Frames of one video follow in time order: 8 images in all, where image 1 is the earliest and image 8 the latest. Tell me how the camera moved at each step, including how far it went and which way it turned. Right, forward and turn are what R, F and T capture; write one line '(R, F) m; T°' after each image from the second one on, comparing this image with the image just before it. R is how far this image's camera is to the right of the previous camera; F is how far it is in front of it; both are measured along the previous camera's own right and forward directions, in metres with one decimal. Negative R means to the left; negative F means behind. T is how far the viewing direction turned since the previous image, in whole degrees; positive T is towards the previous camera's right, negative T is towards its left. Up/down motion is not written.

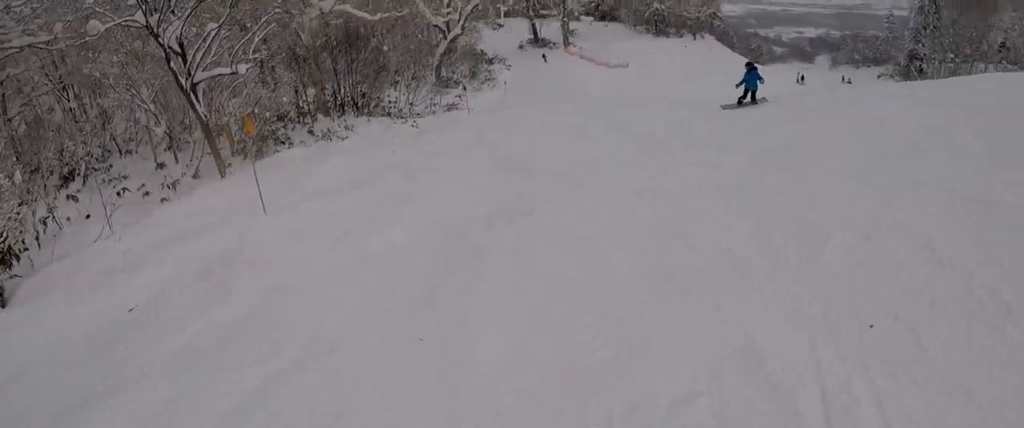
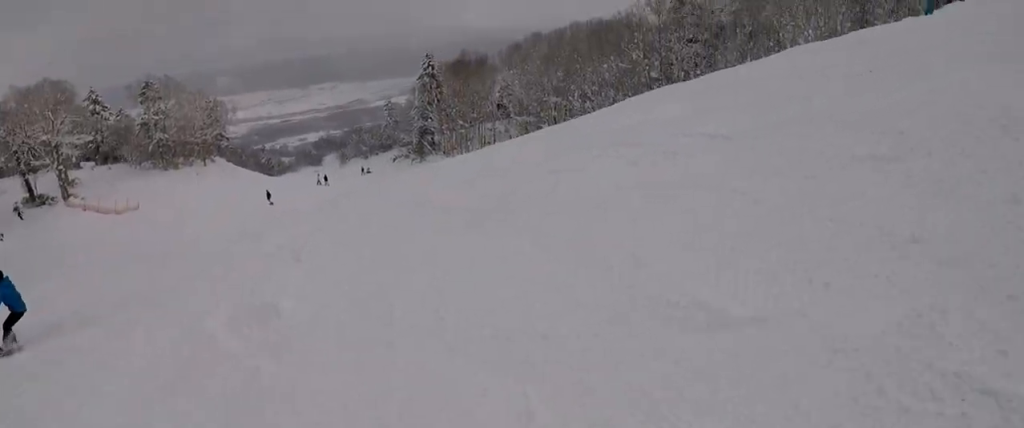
(+3.1, +4.9) m; +23°
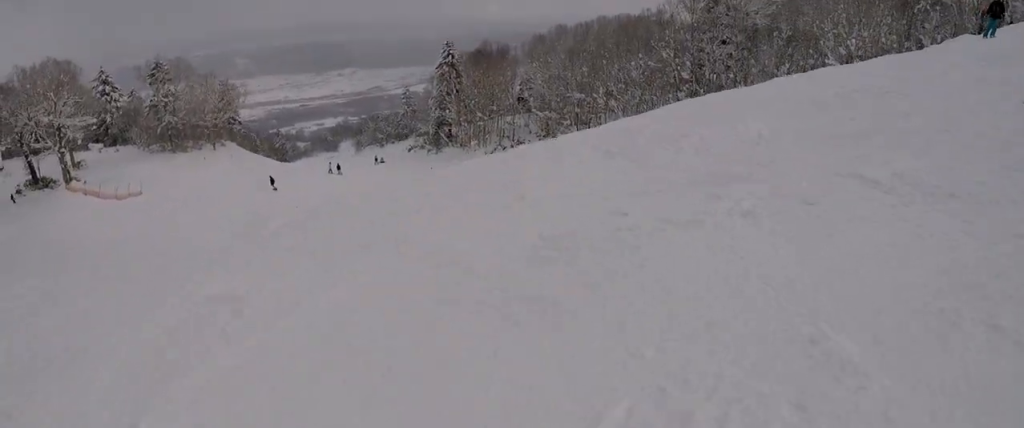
(-0.5, +2.1) m; -8°
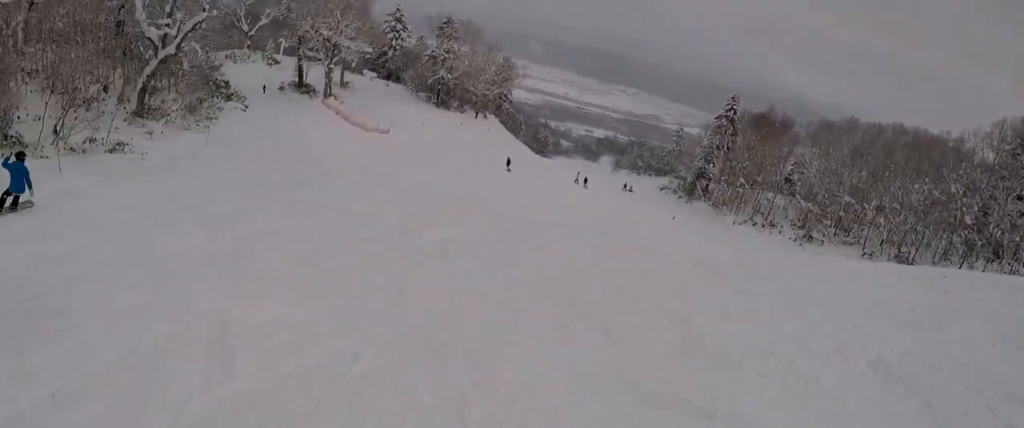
(-0.3, +3.2) m; -16°
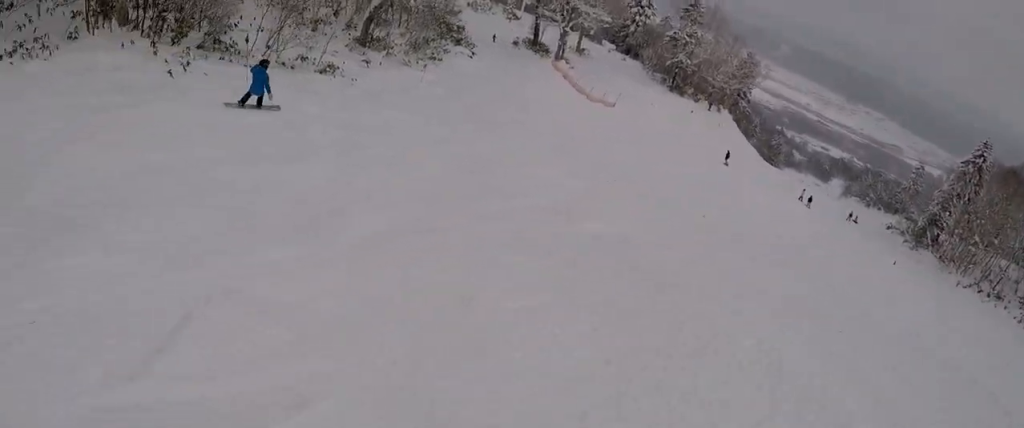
(+0.4, +2.2) m; -13°
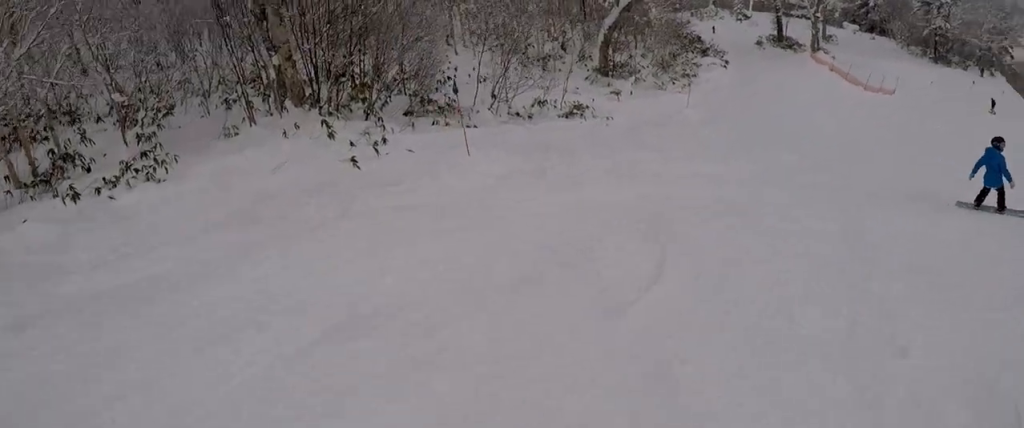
(-3.2, +6.5) m; -8°
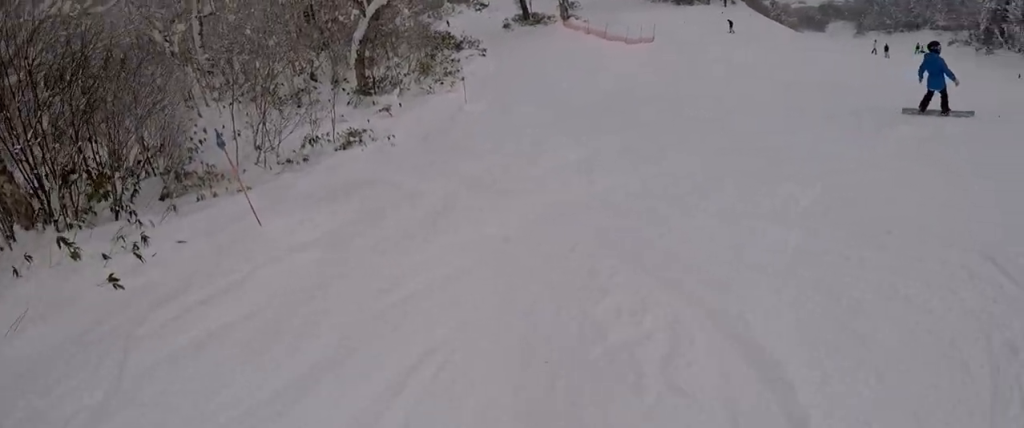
(+0.4, +2.1) m; +24°
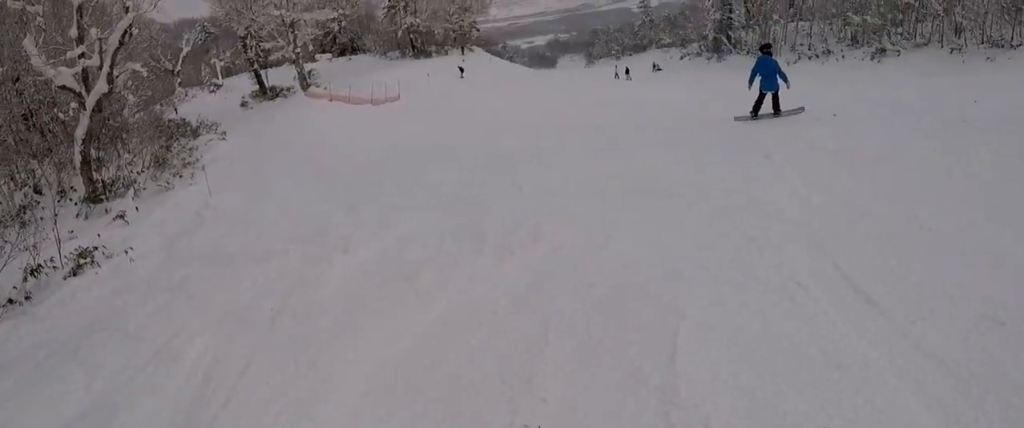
(+0.3, +2.0) m; +26°
